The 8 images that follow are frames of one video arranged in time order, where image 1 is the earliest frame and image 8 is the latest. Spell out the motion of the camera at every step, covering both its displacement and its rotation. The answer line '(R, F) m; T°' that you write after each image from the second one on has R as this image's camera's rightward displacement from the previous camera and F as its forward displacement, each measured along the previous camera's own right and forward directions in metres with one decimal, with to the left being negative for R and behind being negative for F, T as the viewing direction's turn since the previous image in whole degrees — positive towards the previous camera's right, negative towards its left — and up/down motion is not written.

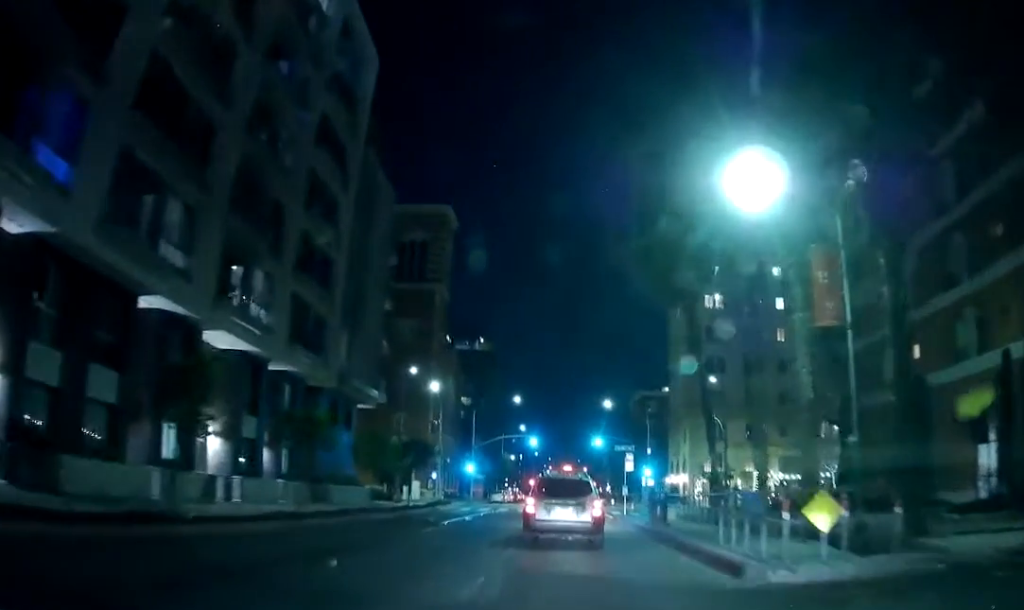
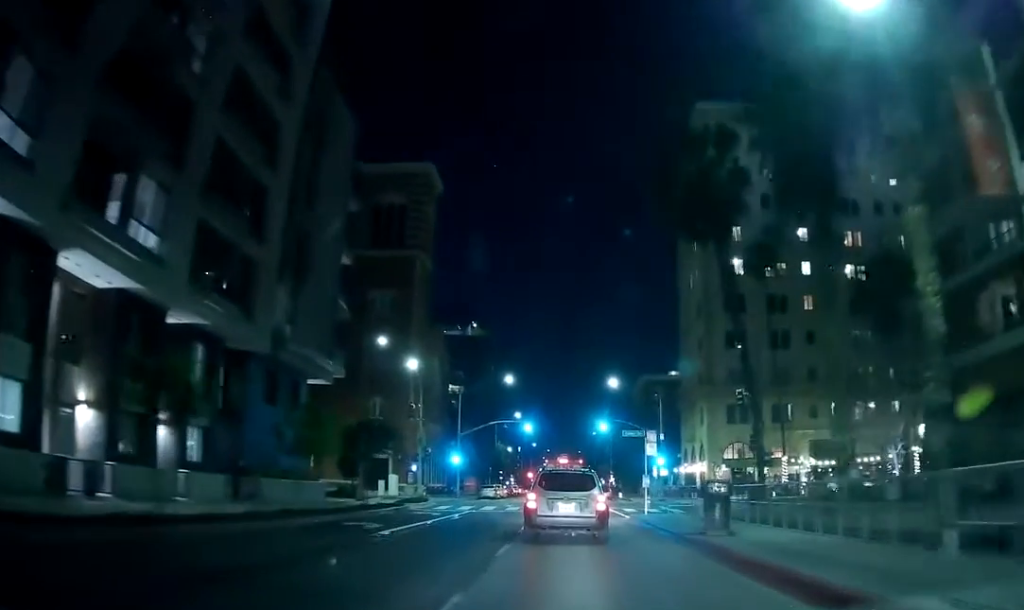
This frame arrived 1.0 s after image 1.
(+0.1, +10.0) m; 0°
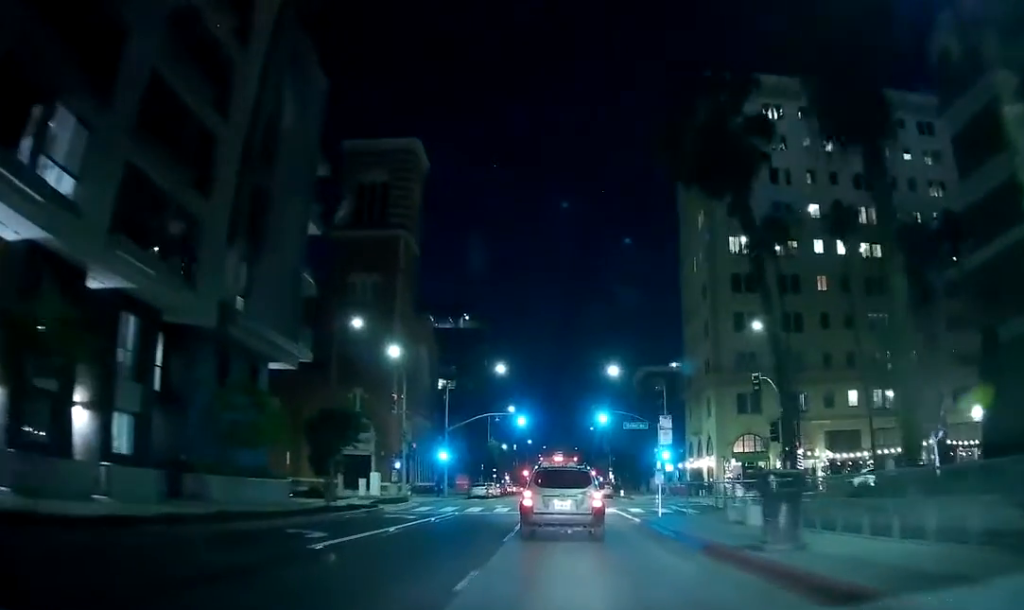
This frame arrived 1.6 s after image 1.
(-0.1, +5.3) m; -1°
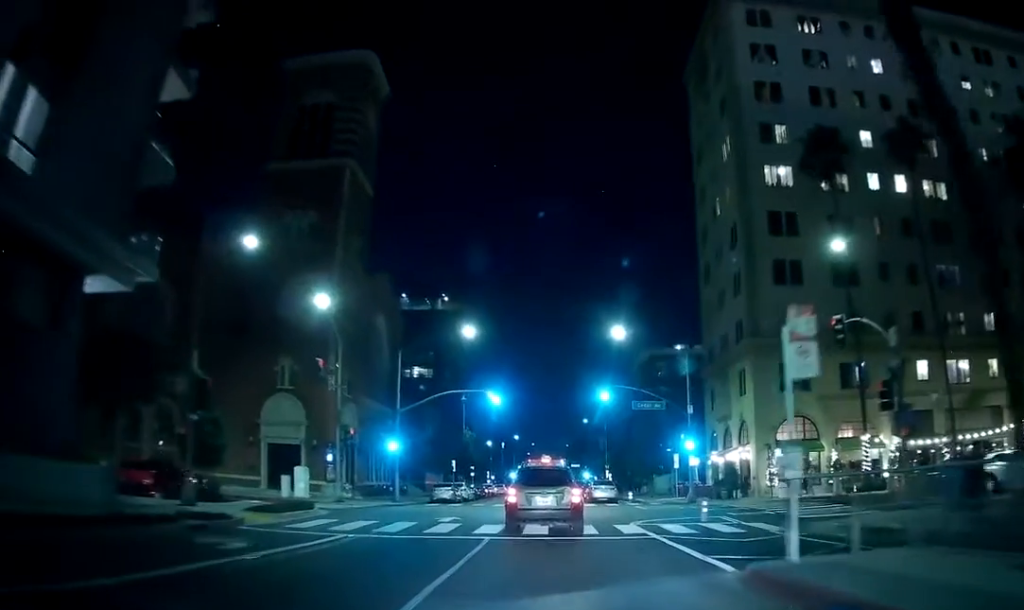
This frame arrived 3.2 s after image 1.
(-0.1, +14.5) m; 0°
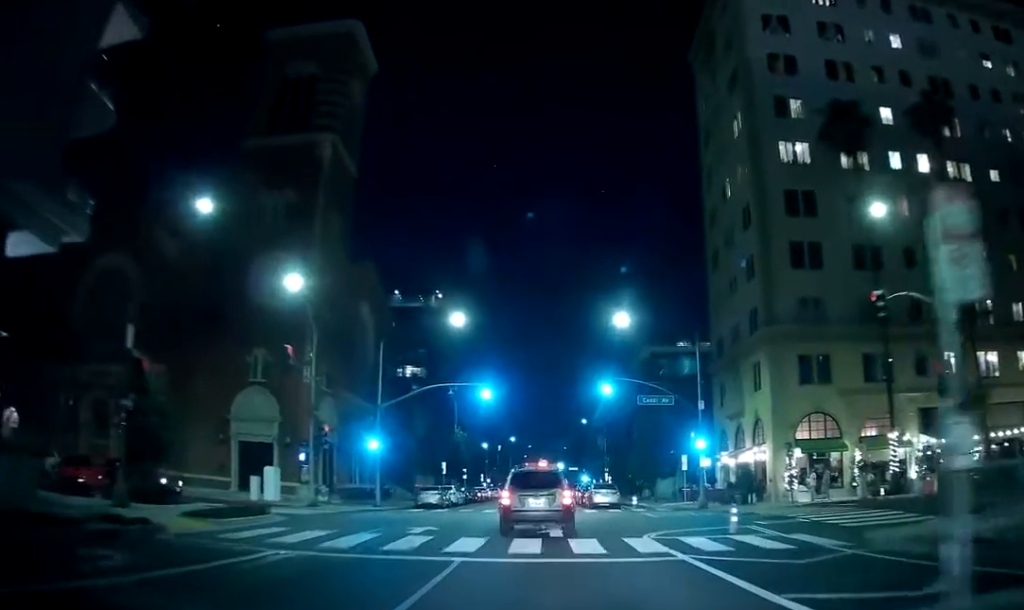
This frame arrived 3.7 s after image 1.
(0.0, +4.2) m; +1°
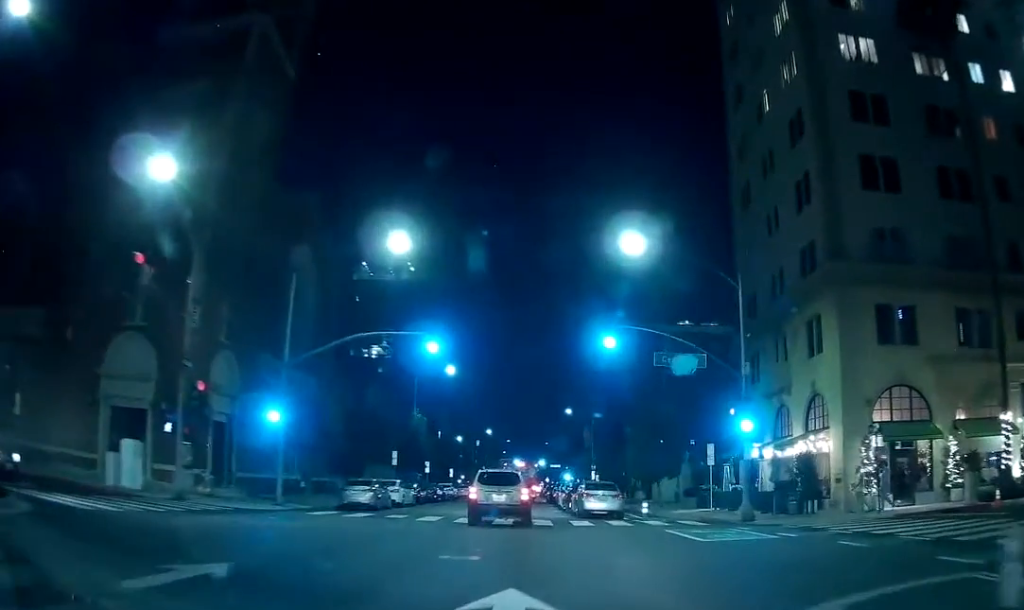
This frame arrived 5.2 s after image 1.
(+0.3, +11.7) m; +2°
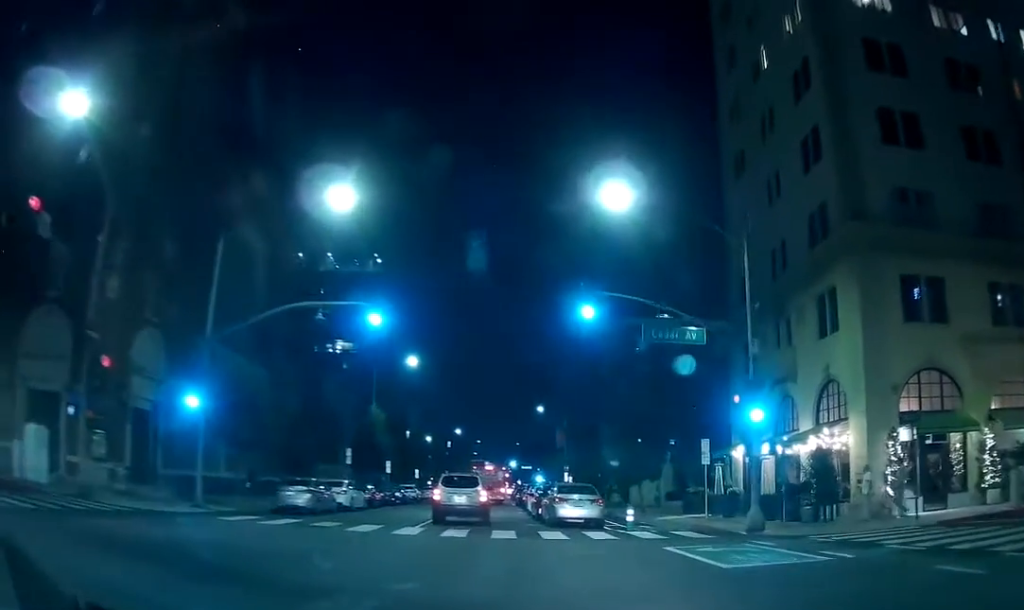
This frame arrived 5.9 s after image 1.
(-0.1, +4.8) m; +1°
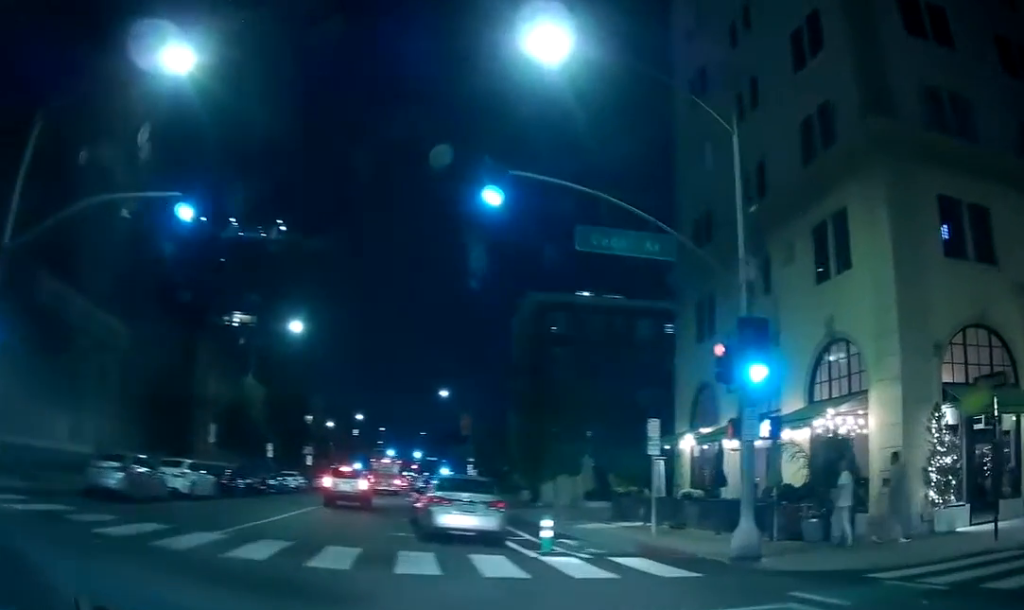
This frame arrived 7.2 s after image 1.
(+0.4, +8.0) m; +4°
